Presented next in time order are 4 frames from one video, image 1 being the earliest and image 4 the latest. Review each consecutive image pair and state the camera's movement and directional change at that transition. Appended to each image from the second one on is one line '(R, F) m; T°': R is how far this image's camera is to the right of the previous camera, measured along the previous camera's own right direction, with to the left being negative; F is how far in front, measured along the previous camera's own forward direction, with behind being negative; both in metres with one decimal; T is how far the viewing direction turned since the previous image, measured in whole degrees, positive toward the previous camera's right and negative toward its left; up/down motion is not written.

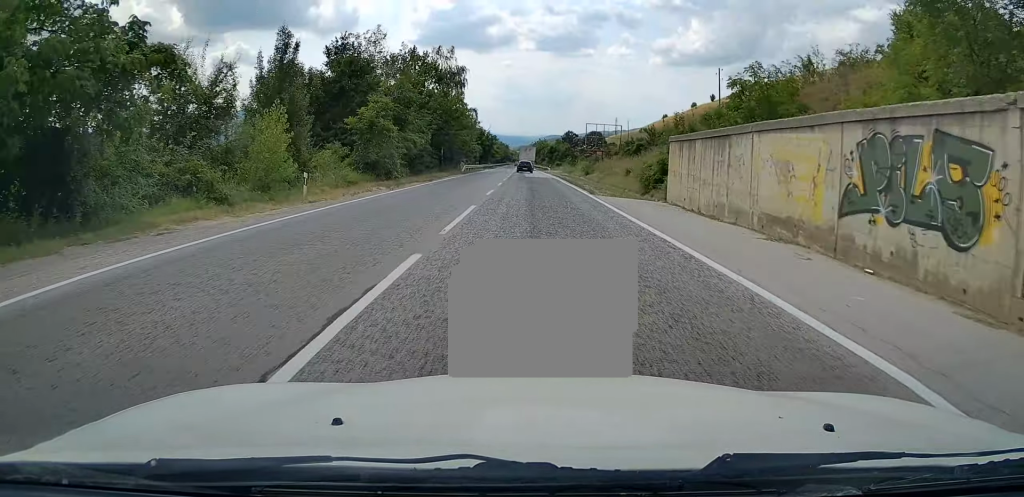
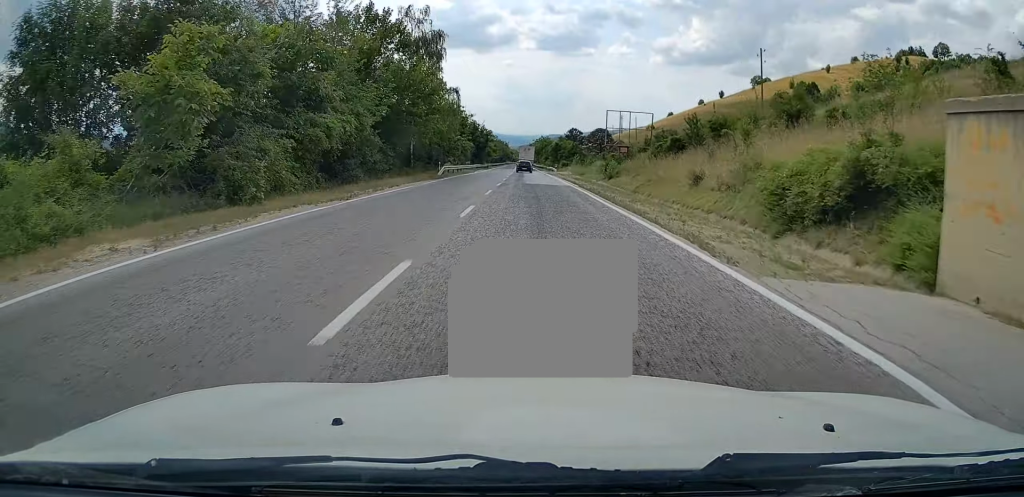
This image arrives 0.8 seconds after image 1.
(-0.3, +18.4) m; 0°
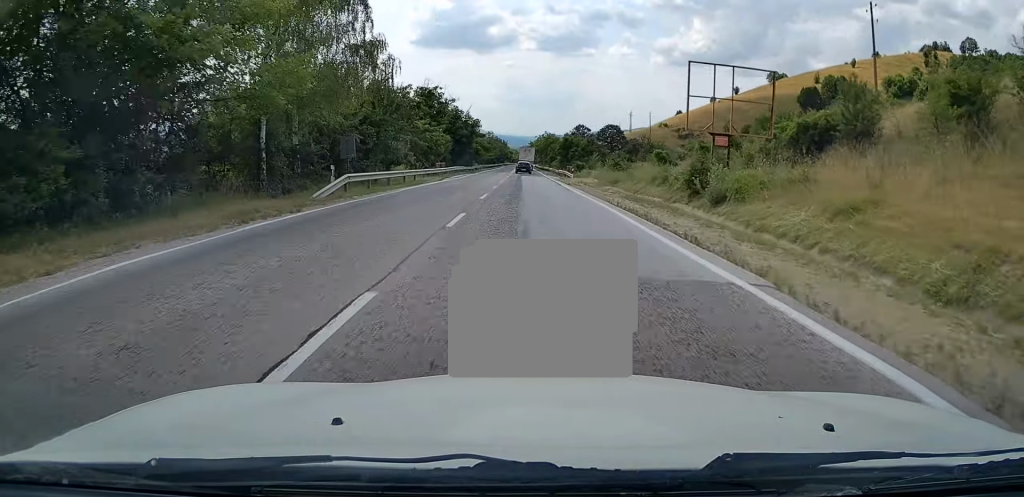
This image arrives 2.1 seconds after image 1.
(+0.3, +28.4) m; 0°
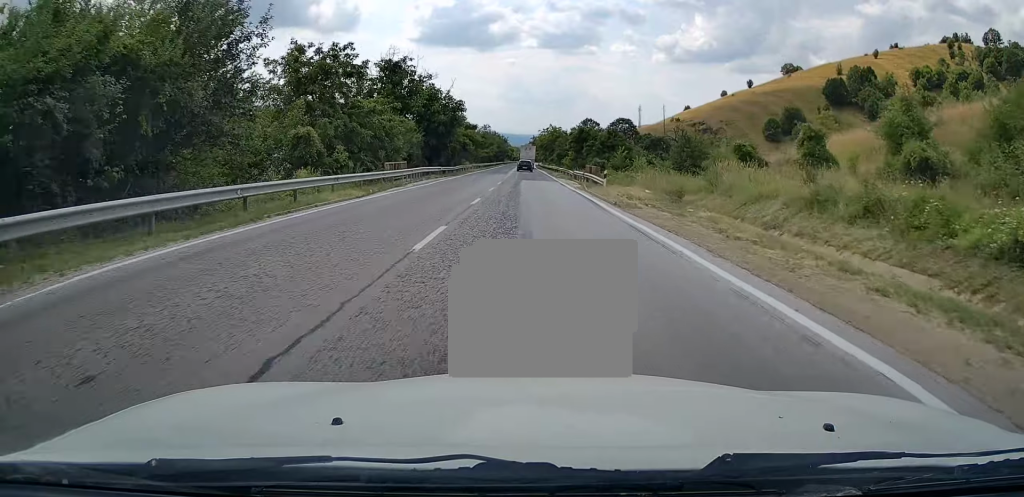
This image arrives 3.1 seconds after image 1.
(-0.3, +21.1) m; -1°
